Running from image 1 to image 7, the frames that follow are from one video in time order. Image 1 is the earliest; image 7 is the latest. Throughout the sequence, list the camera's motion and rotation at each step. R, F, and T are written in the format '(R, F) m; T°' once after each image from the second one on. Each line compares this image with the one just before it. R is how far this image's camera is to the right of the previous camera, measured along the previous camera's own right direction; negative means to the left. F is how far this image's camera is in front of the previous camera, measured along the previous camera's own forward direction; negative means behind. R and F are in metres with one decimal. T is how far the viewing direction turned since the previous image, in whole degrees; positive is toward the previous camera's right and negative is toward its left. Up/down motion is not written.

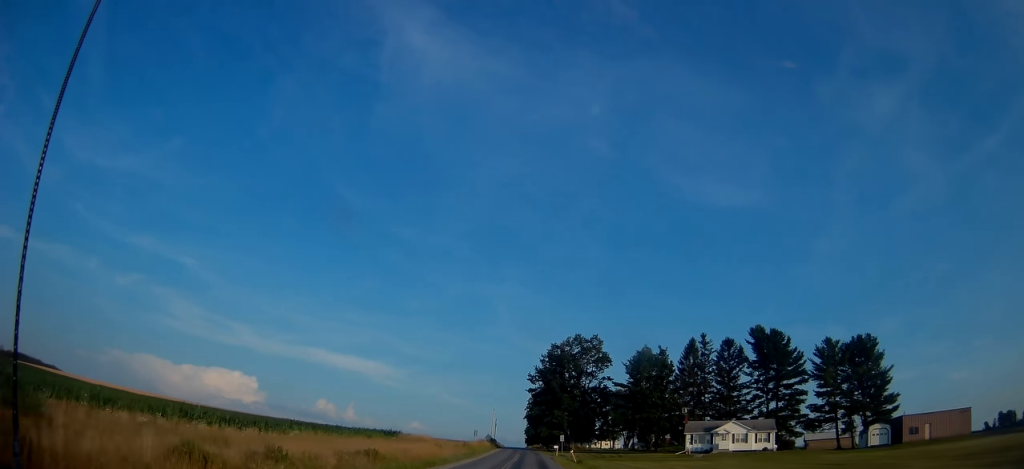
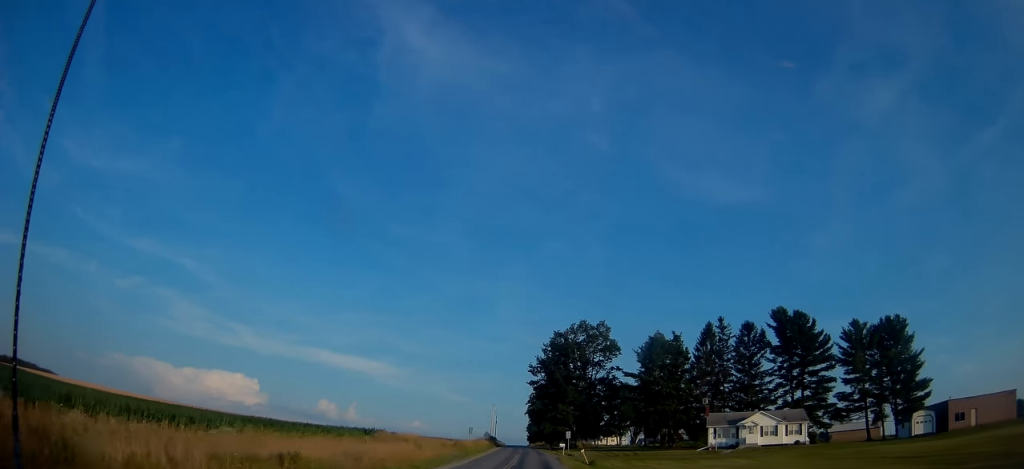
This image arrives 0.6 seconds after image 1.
(+0.2, +10.4) m; 0°
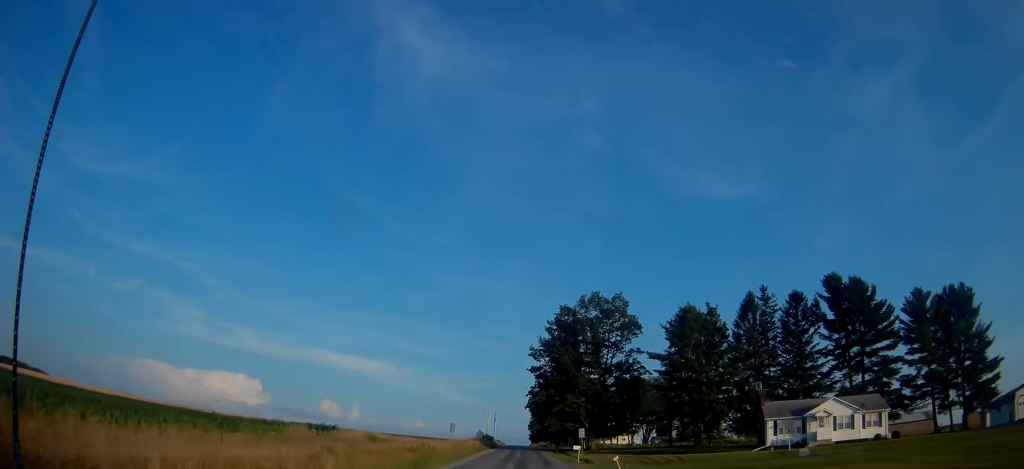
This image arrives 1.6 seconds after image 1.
(+0.1, +19.6) m; 0°
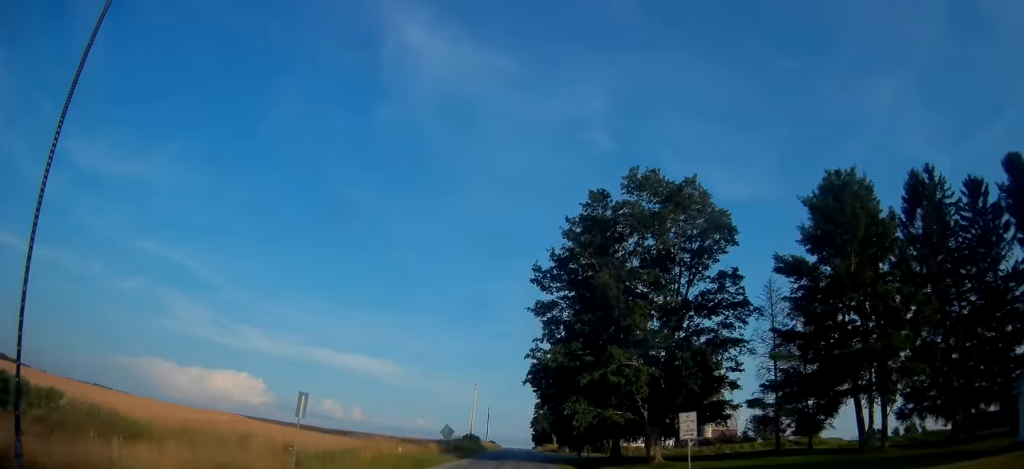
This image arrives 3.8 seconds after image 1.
(-0.3, +40.5) m; 0°
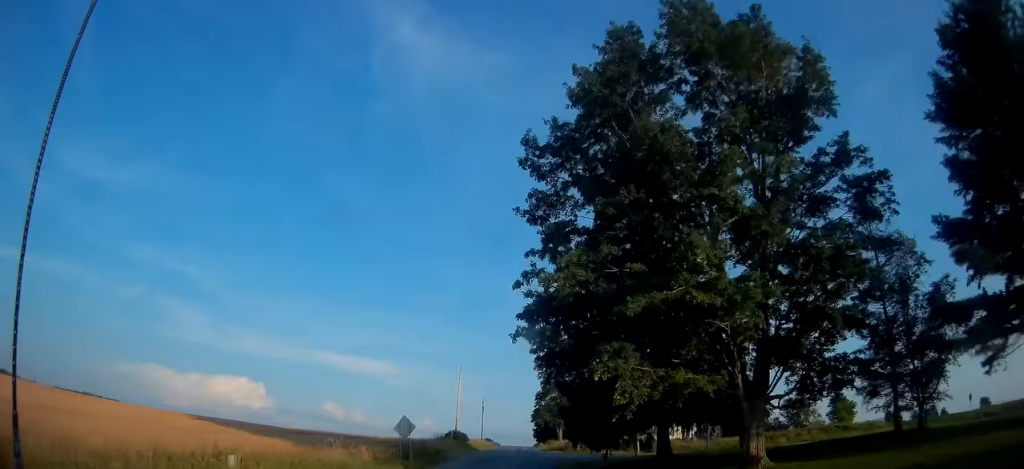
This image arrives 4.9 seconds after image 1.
(+0.1, +19.2) m; +1°
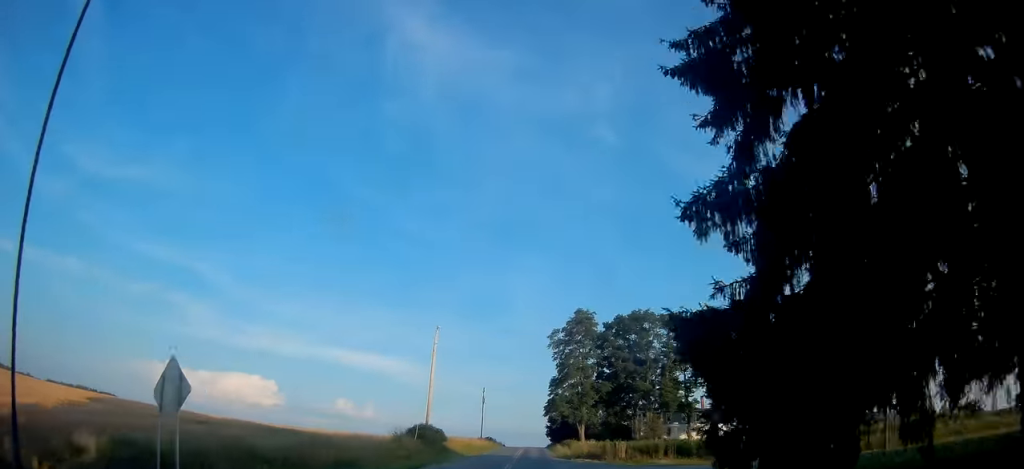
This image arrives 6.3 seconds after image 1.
(0.0, +27.0) m; -1°
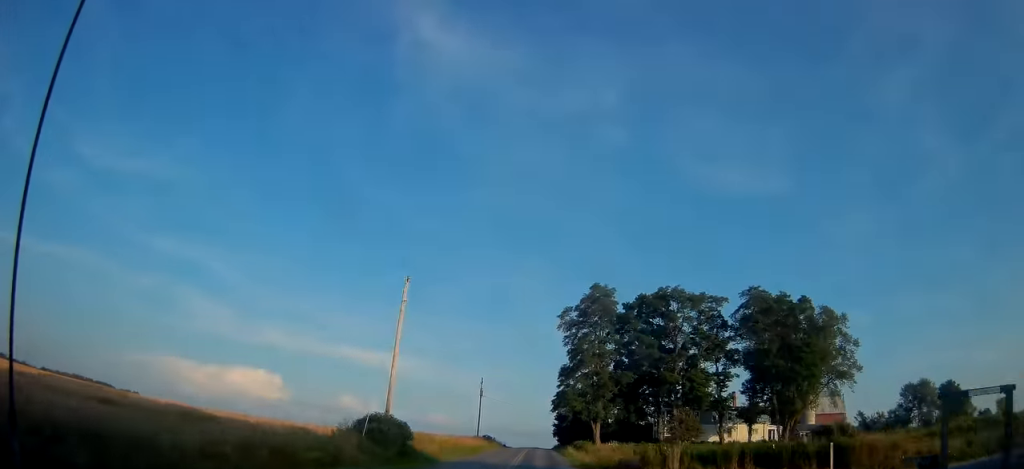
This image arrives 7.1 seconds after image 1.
(-0.3, +14.6) m; -1°
